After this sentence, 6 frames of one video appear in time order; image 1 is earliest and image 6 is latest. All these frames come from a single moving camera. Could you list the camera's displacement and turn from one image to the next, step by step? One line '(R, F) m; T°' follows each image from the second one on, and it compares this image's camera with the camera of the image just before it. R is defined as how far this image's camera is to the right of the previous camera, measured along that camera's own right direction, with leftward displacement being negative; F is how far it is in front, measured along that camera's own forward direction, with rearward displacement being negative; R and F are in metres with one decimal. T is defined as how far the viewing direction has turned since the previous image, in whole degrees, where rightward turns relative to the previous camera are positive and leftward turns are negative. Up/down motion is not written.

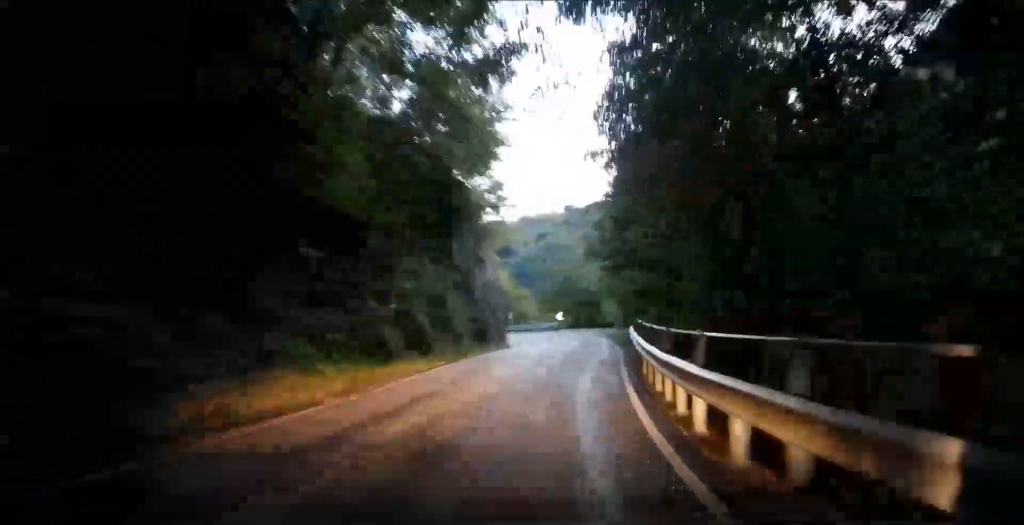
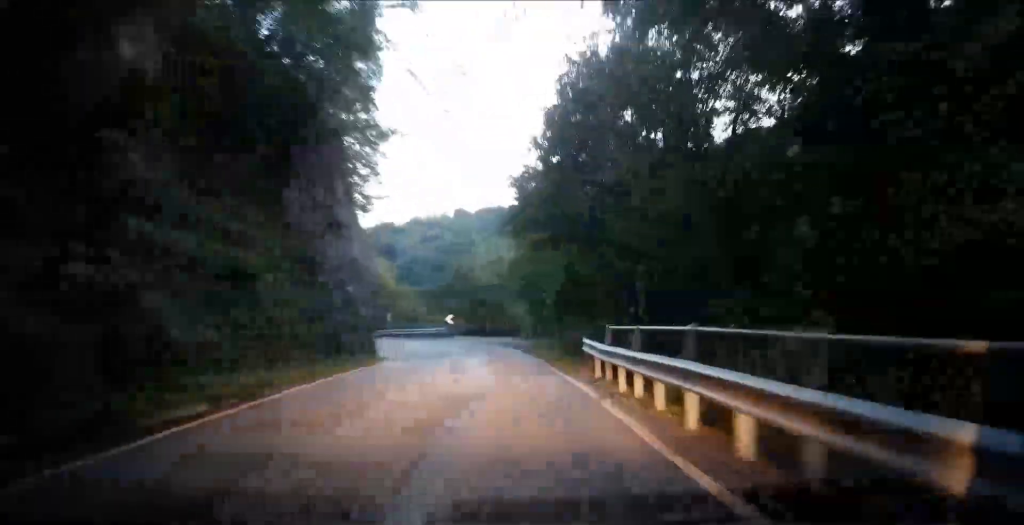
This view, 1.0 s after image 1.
(+1.0, +12.8) m; +4°
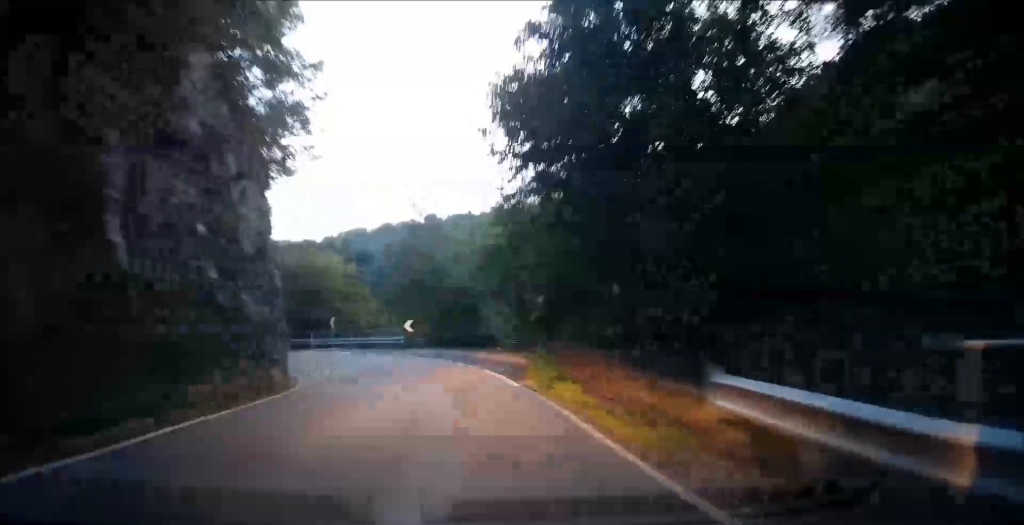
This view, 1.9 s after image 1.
(0.0, +10.1) m; -2°
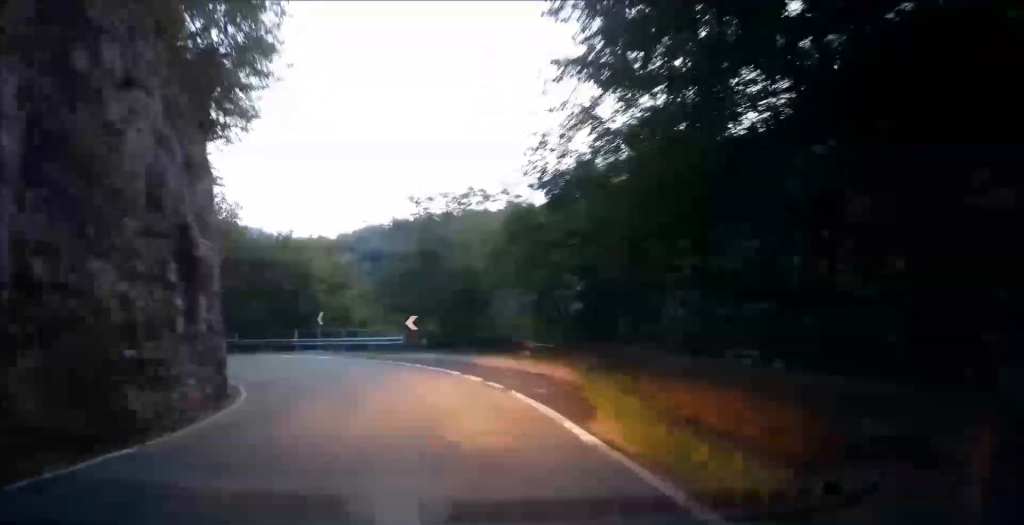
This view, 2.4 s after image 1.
(-0.3, +6.7) m; -3°
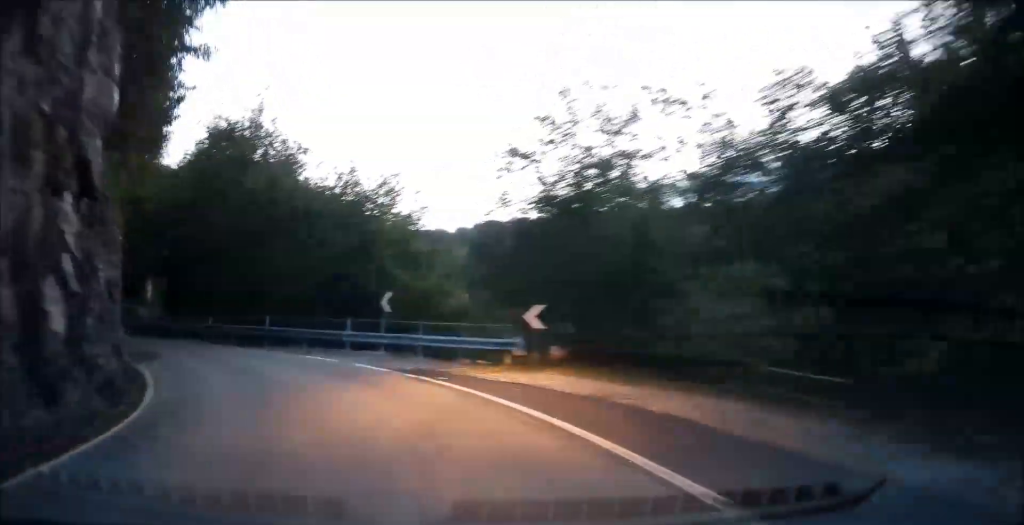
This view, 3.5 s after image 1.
(-0.3, +11.5) m; -14°
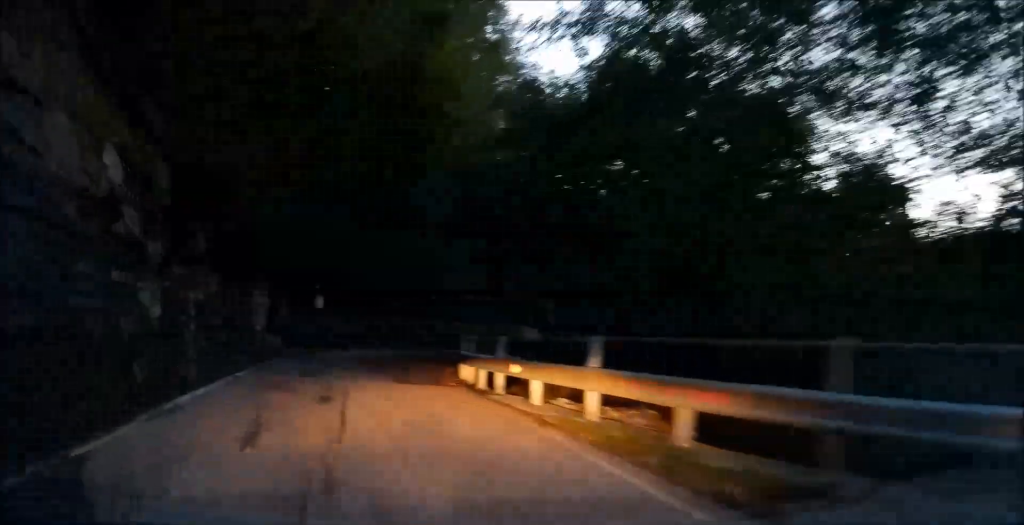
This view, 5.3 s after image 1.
(-5.4, +18.4) m; -22°
